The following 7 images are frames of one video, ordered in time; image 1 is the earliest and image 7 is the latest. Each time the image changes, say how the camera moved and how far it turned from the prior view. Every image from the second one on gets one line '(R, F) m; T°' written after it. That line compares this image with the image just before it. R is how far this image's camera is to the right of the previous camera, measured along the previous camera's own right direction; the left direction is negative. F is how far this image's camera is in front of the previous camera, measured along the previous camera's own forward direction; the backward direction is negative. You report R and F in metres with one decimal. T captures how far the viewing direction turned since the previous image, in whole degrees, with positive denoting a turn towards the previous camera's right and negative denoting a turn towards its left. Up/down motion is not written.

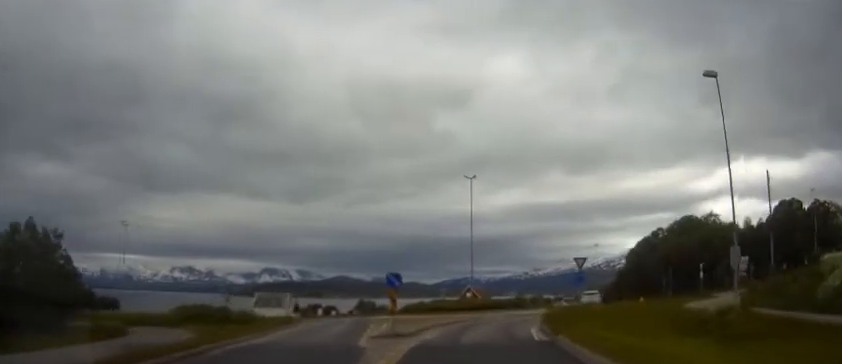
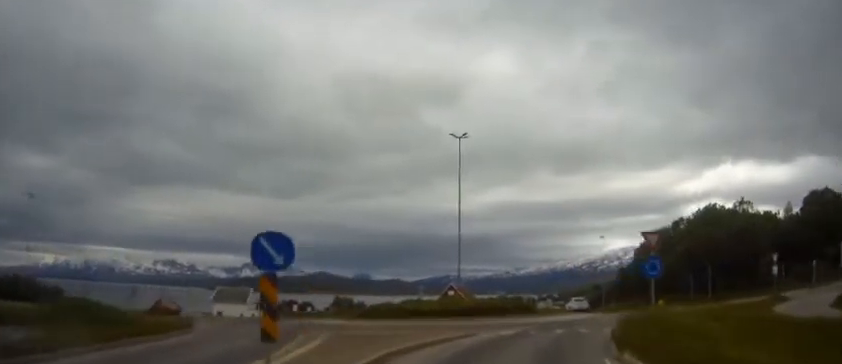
(-0.4, +14.3) m; +1°
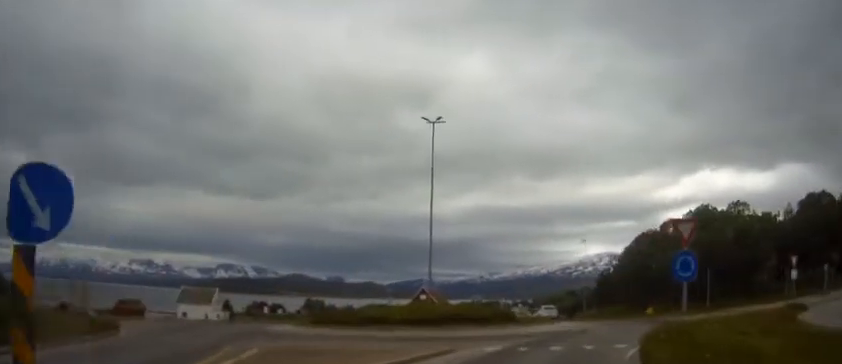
(+0.1, +4.8) m; +2°
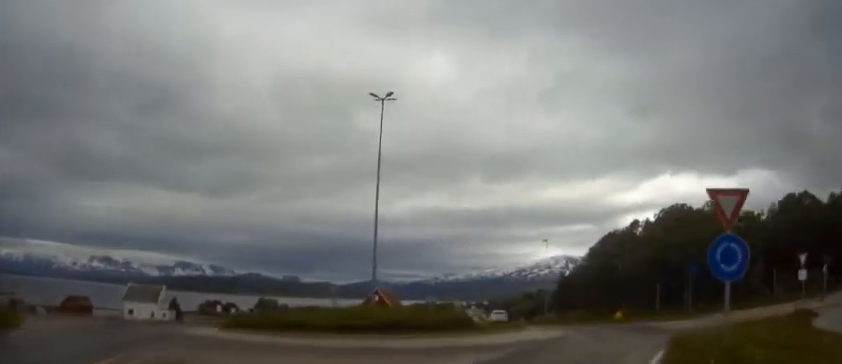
(+0.1, +4.7) m; +2°
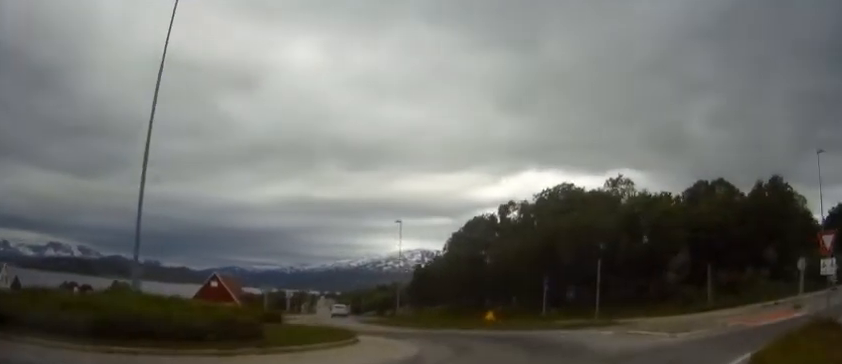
(+1.0, +11.1) m; +13°
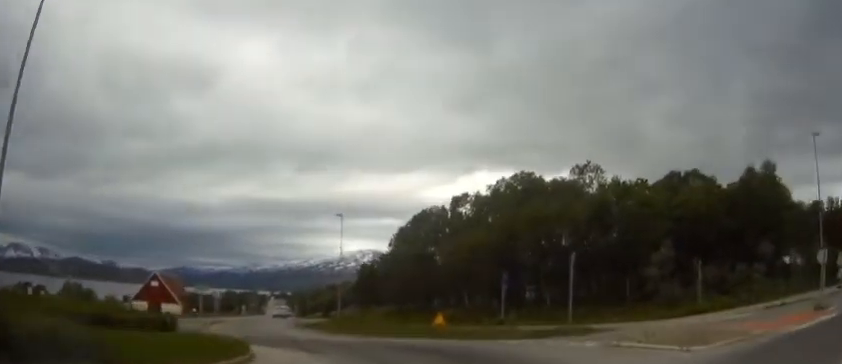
(+0.5, +5.8) m; +5°
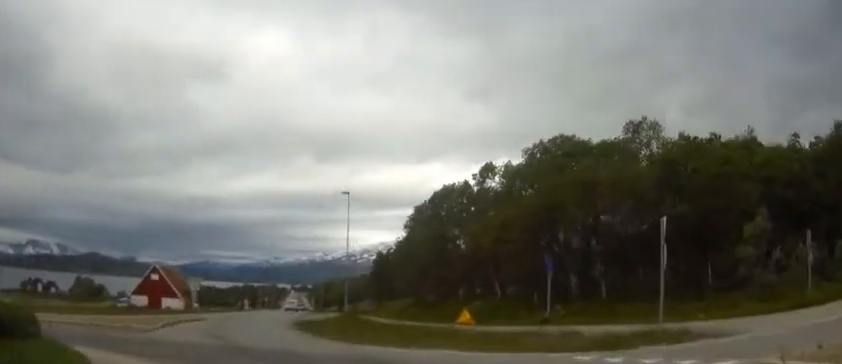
(+0.2, +9.1) m; -1°
